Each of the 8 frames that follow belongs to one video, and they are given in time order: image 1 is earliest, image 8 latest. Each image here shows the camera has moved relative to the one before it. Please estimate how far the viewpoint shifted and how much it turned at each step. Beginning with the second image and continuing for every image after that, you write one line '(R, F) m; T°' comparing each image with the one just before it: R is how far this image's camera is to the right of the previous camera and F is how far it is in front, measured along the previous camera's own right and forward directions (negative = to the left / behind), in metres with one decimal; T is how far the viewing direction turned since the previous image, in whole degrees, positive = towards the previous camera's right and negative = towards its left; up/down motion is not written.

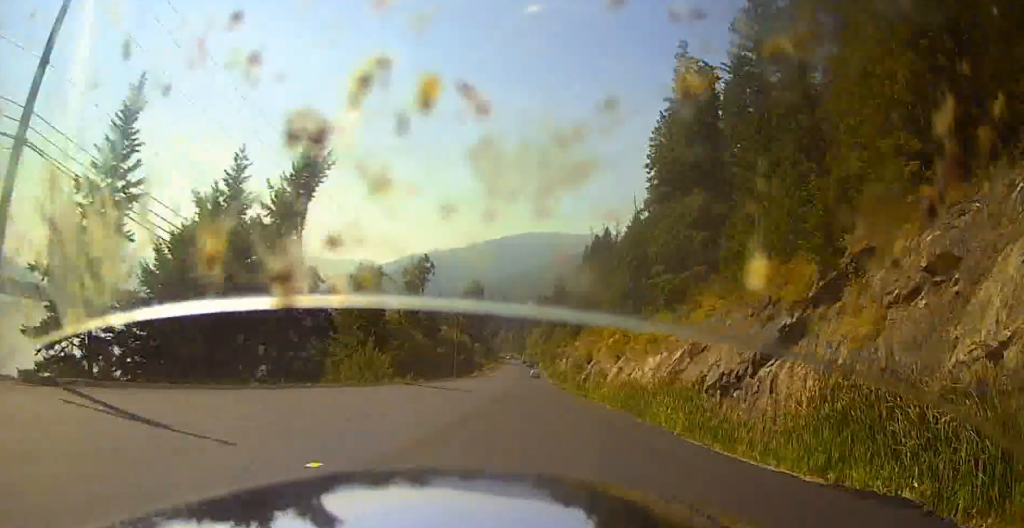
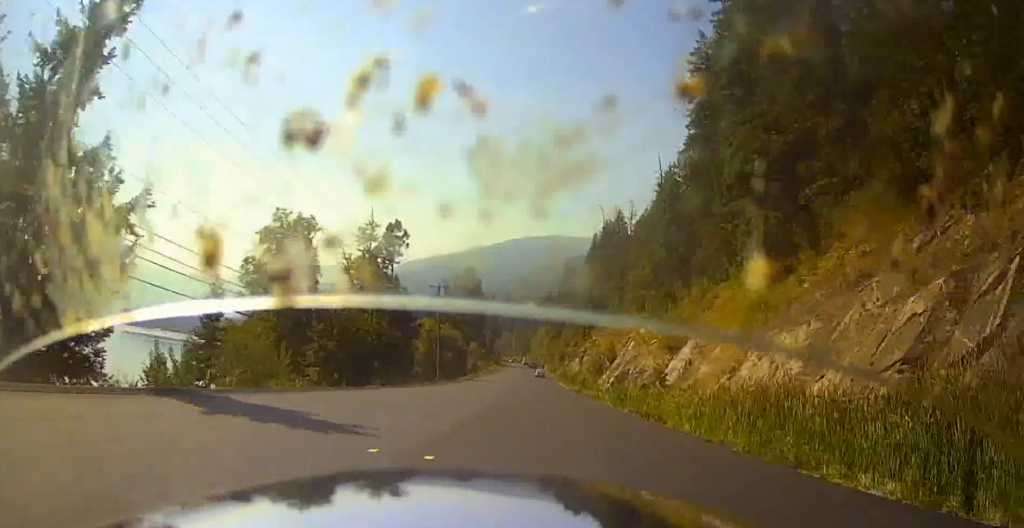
(-0.5, +30.2) m; -1°
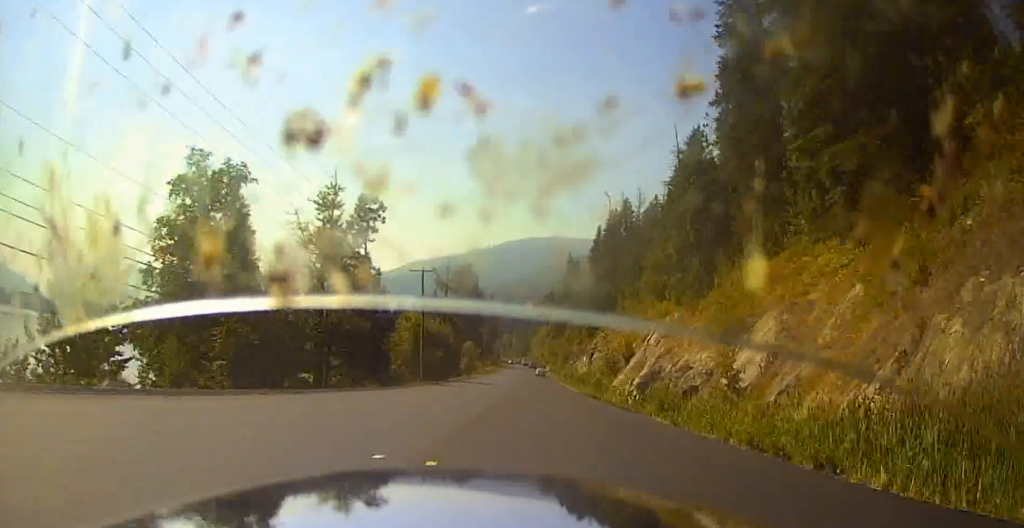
(0.0, +15.7) m; 0°
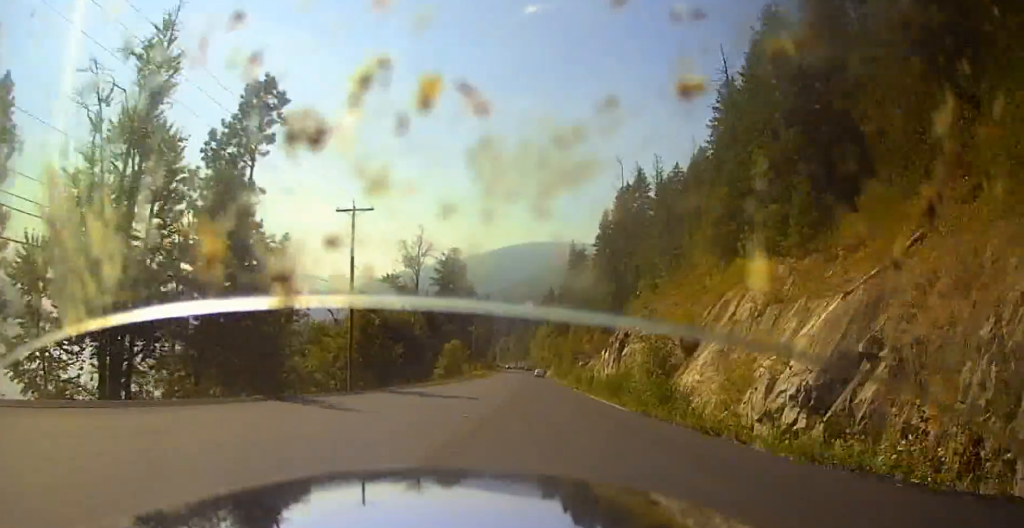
(+0.3, +31.4) m; +1°
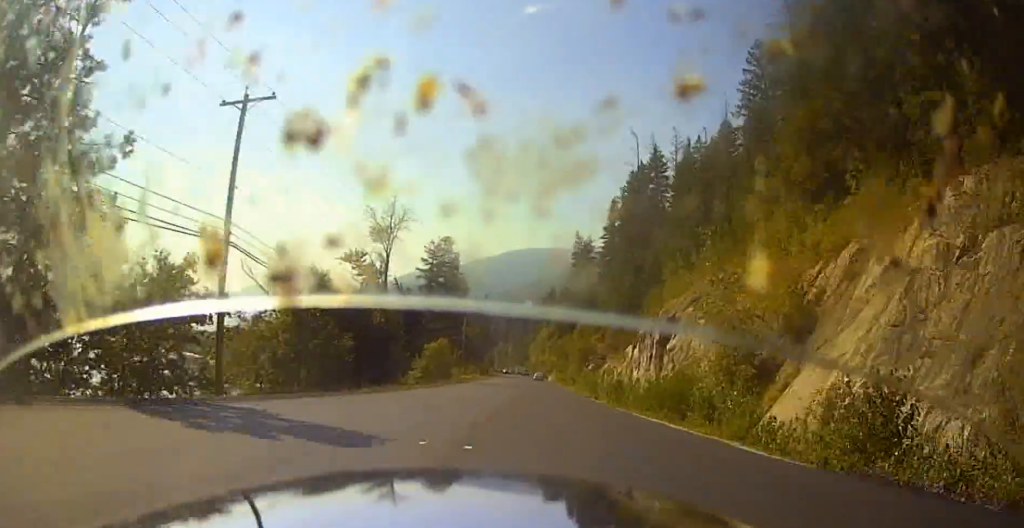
(+0.1, +20.1) m; +1°
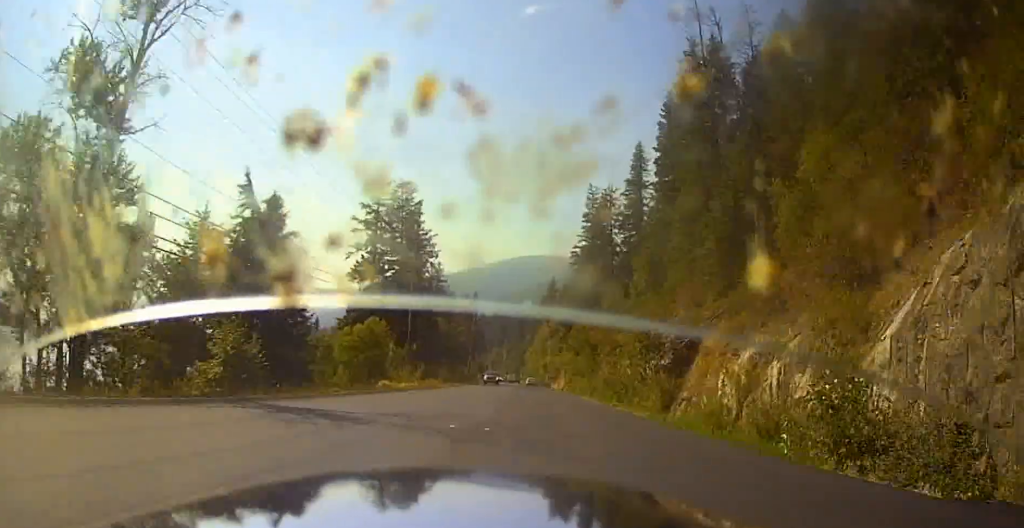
(+0.8, +49.4) m; 0°
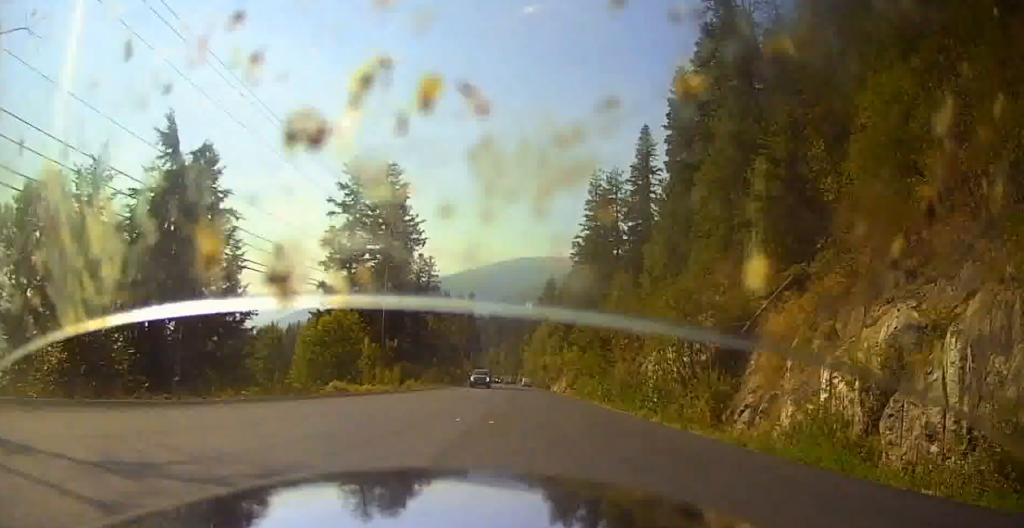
(-0.3, +10.4) m; -1°
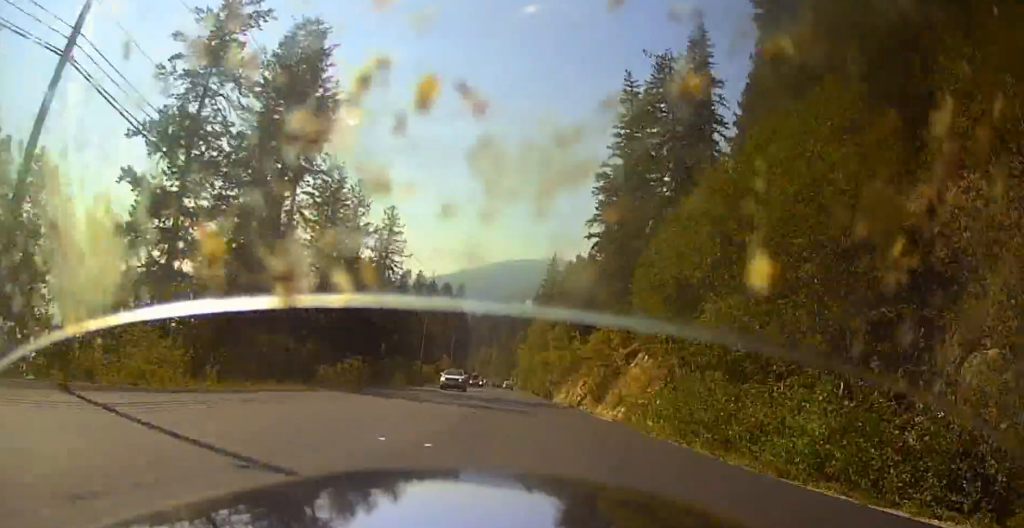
(-0.2, +16.8) m; -2°
